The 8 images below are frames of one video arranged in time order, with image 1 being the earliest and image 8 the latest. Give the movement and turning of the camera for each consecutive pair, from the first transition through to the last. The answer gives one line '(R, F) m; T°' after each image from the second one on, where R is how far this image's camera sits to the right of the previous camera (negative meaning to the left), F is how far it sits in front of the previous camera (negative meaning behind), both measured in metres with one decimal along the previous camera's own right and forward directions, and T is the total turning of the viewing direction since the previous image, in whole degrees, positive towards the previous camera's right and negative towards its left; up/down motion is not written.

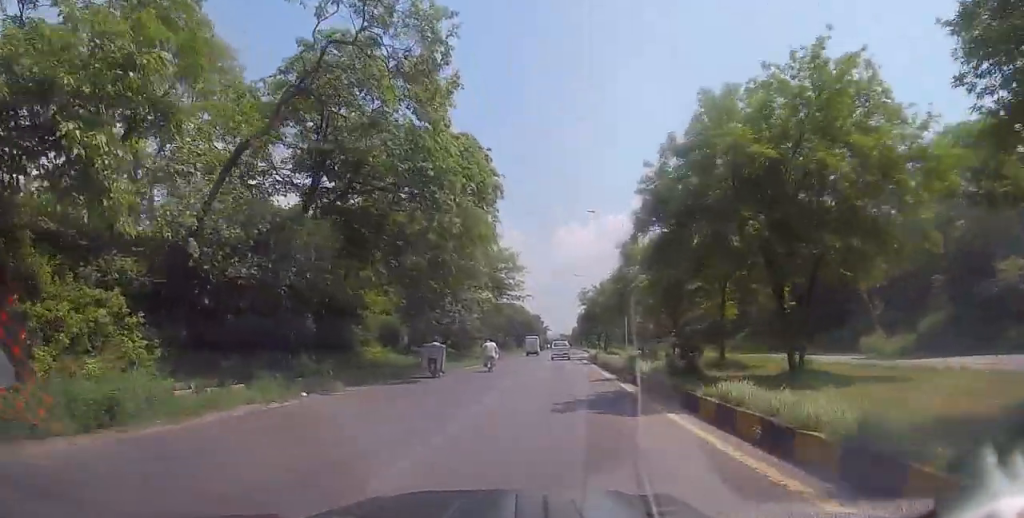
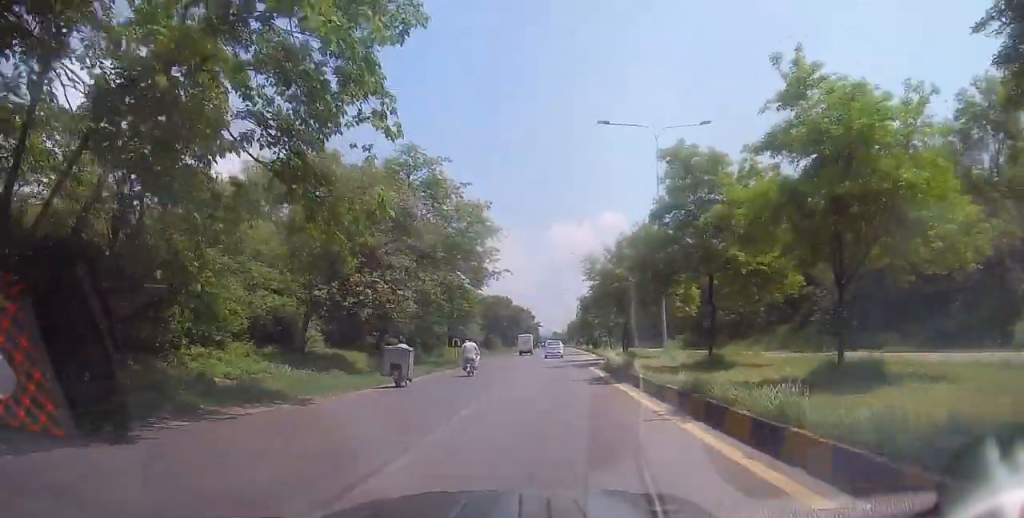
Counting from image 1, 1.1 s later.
(-0.6, +17.8) m; -2°
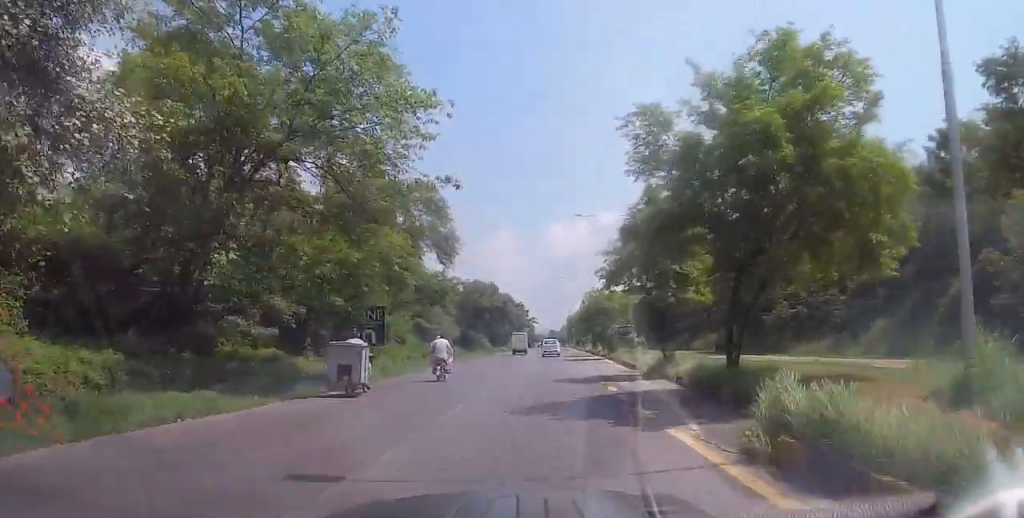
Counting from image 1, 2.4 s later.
(0.0, +20.4) m; 0°
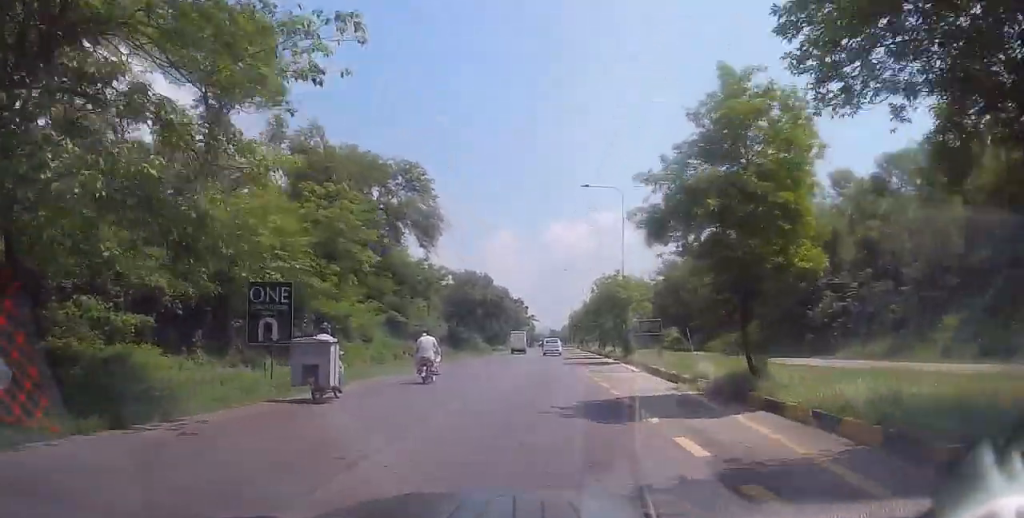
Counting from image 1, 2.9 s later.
(-0.1, +8.7) m; +1°
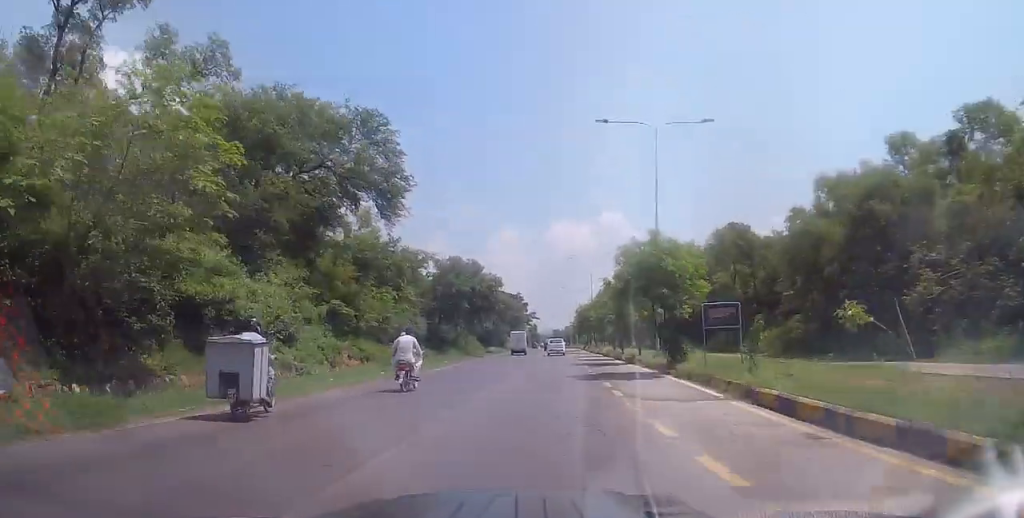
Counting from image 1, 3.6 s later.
(+0.2, +11.8) m; +1°
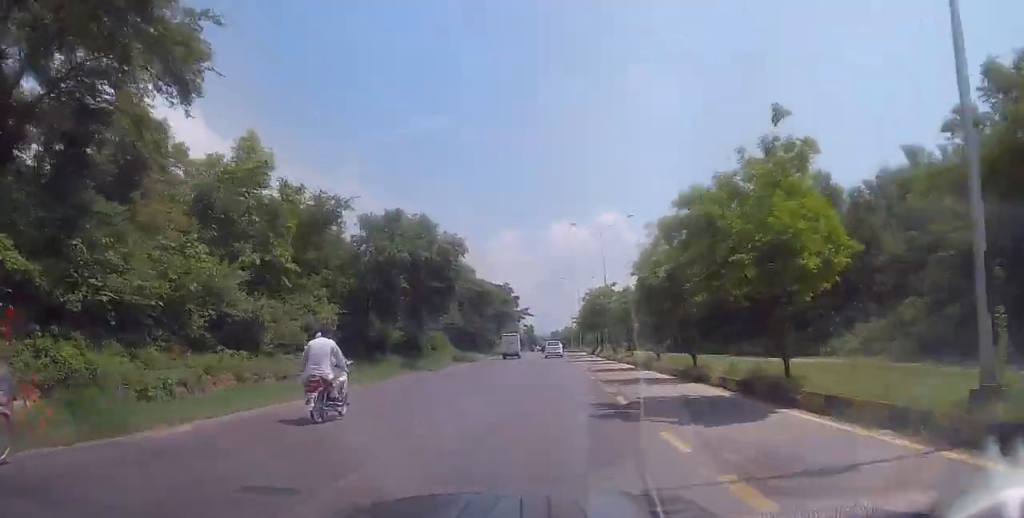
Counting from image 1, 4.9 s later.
(+0.1, +20.8) m; +1°
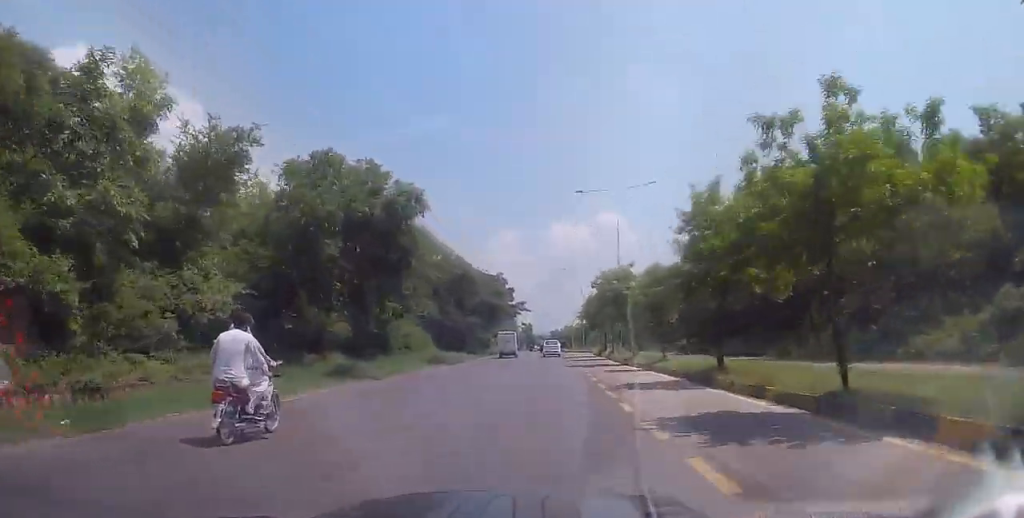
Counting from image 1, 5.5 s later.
(+0.1, +10.1) m; 0°
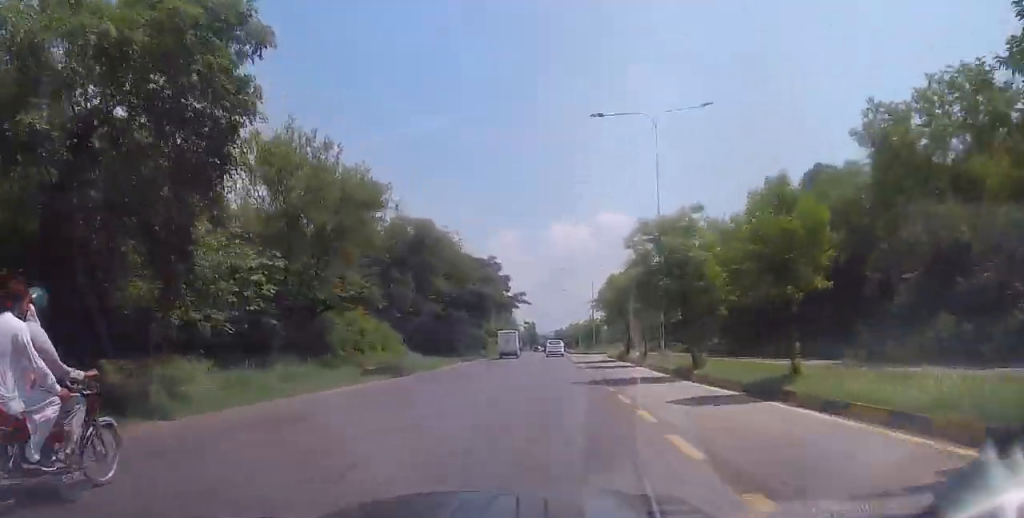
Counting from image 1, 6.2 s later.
(0.0, +12.9) m; 0°
